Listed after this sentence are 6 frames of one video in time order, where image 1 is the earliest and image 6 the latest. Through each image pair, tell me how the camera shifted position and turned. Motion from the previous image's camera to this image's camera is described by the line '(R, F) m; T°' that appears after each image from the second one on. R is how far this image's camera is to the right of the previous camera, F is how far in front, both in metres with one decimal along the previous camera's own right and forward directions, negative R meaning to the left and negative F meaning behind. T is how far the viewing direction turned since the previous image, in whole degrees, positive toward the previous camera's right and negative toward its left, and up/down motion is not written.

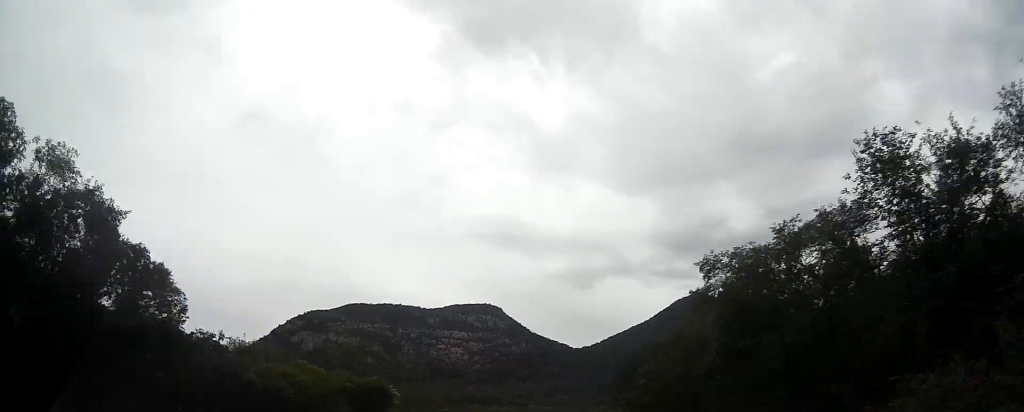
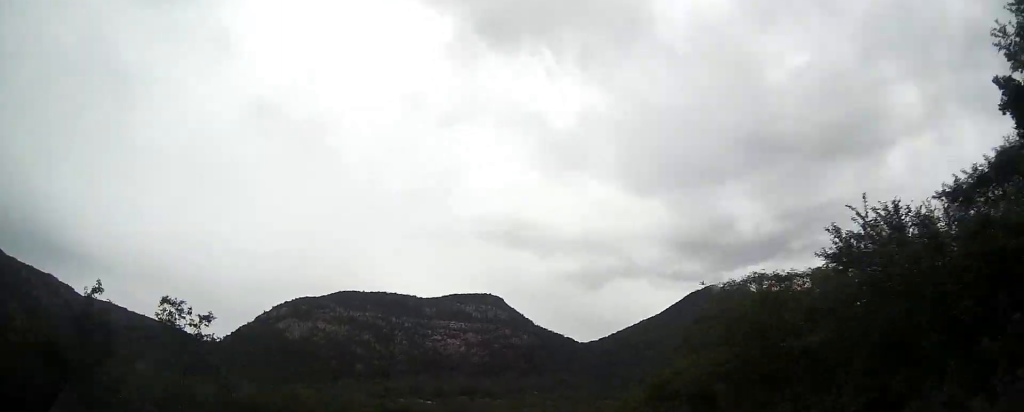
(-0.5, +67.5) m; -1°
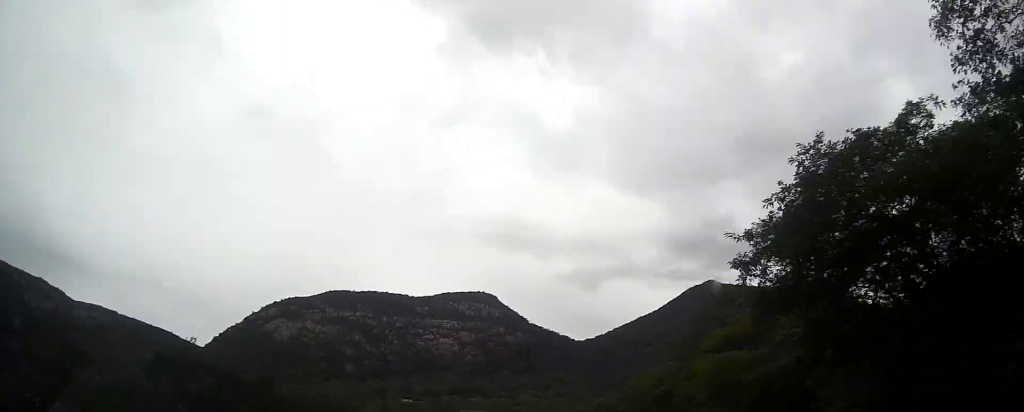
(+0.2, +24.2) m; 0°
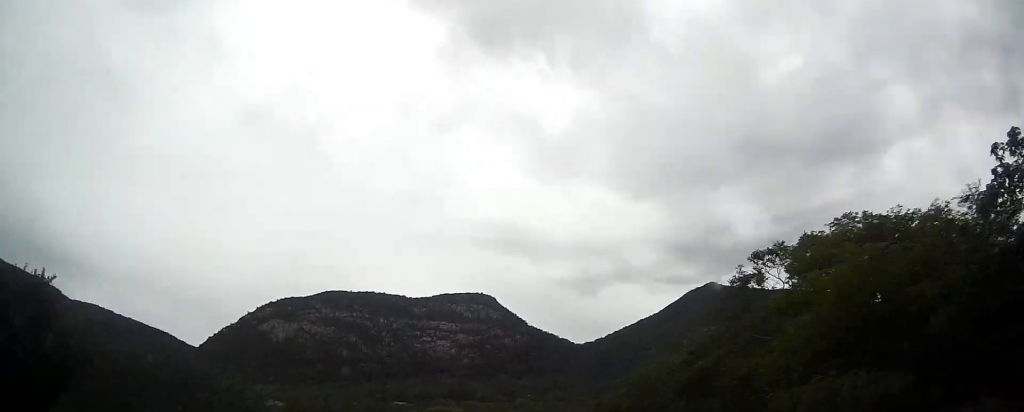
(-0.2, +12.8) m; 0°
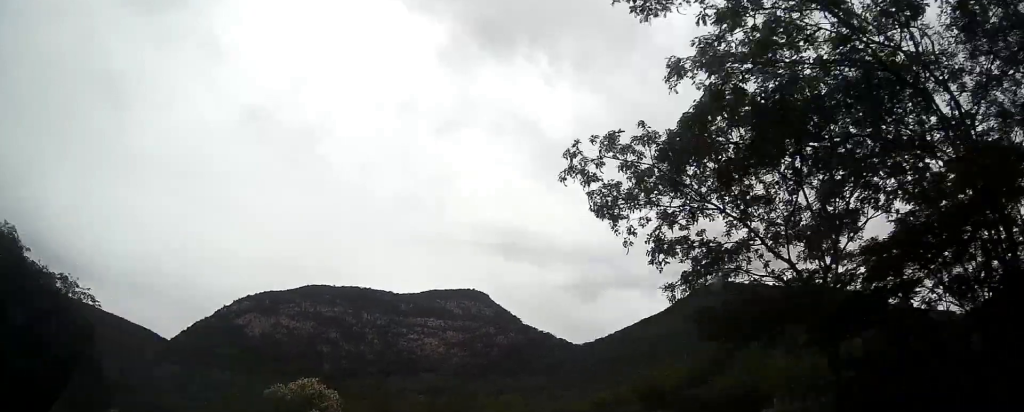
(+0.3, +63.9) m; +1°
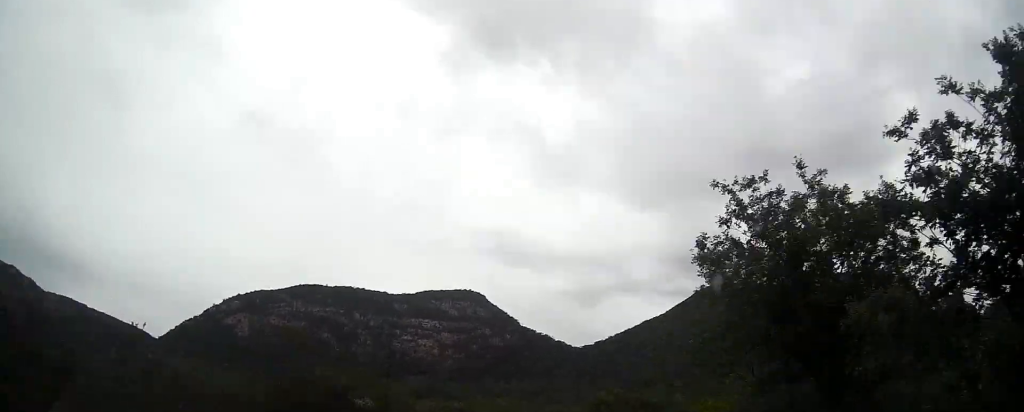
(0.0, +25.5) m; 0°
